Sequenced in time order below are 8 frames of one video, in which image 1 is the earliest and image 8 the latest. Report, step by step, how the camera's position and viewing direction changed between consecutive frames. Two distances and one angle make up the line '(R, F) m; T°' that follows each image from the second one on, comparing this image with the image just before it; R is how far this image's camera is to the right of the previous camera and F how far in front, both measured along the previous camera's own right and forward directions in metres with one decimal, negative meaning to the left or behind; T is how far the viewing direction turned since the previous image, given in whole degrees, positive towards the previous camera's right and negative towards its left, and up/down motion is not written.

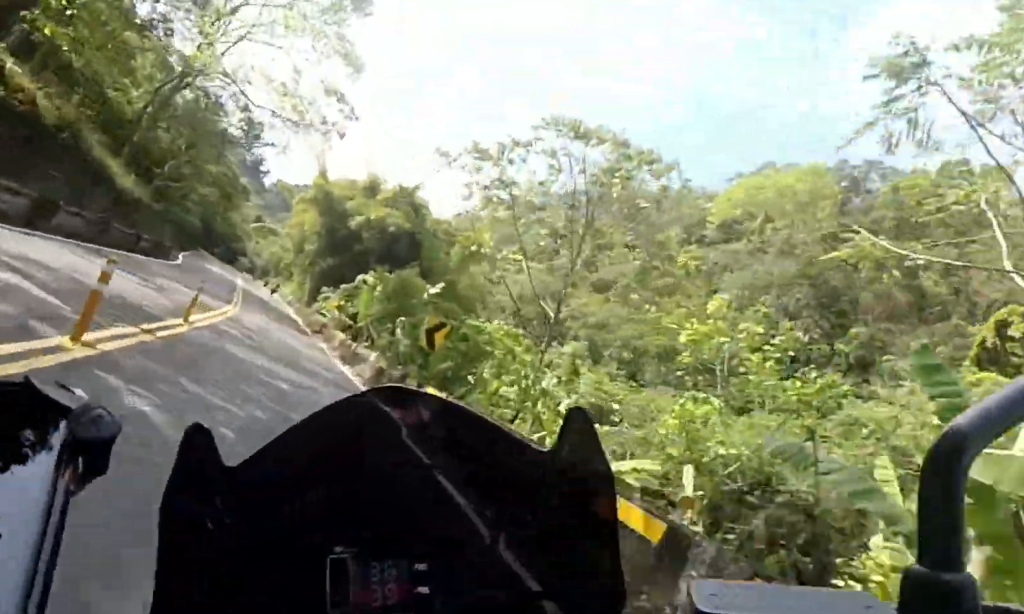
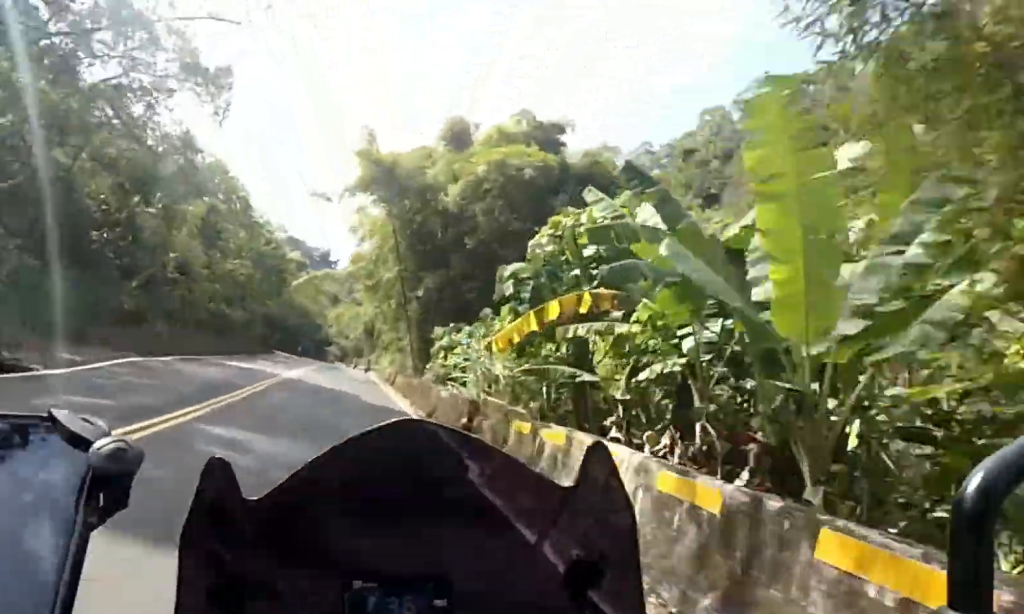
(-9.1, +21.4) m; -22°
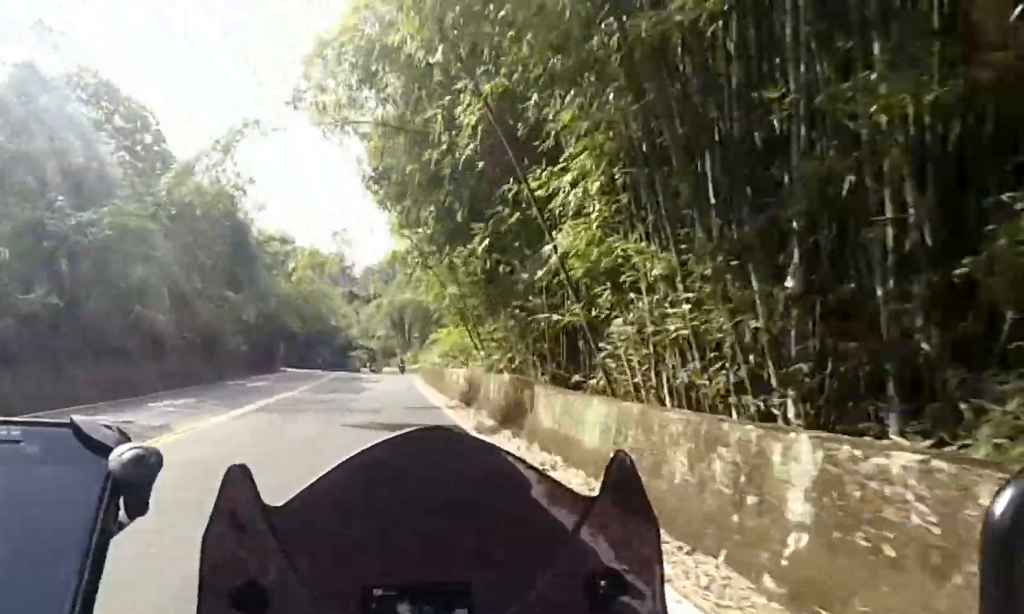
(+0.6, +21.7) m; +5°
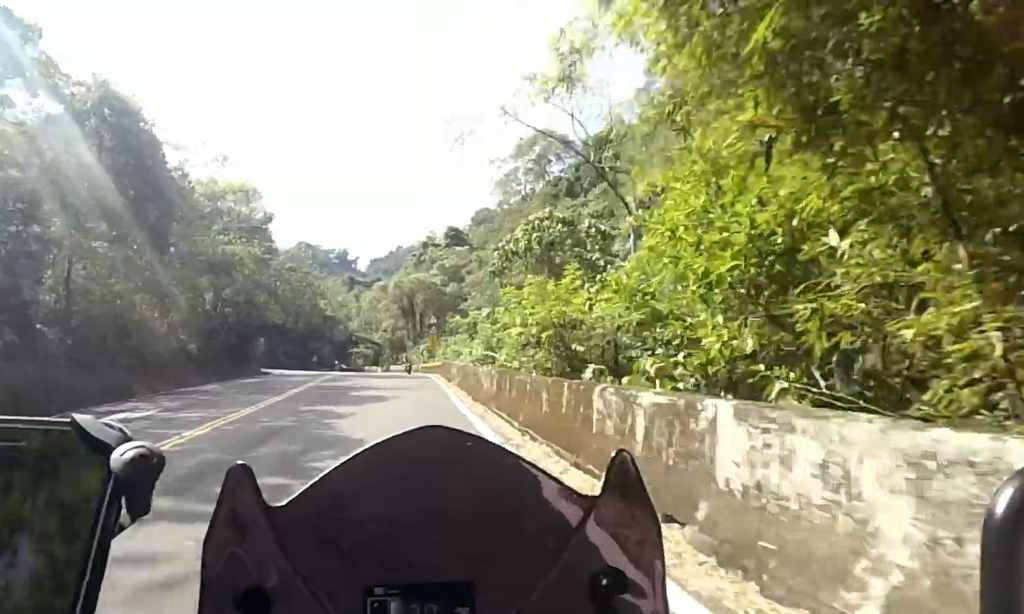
(+0.8, +15.2) m; +4°
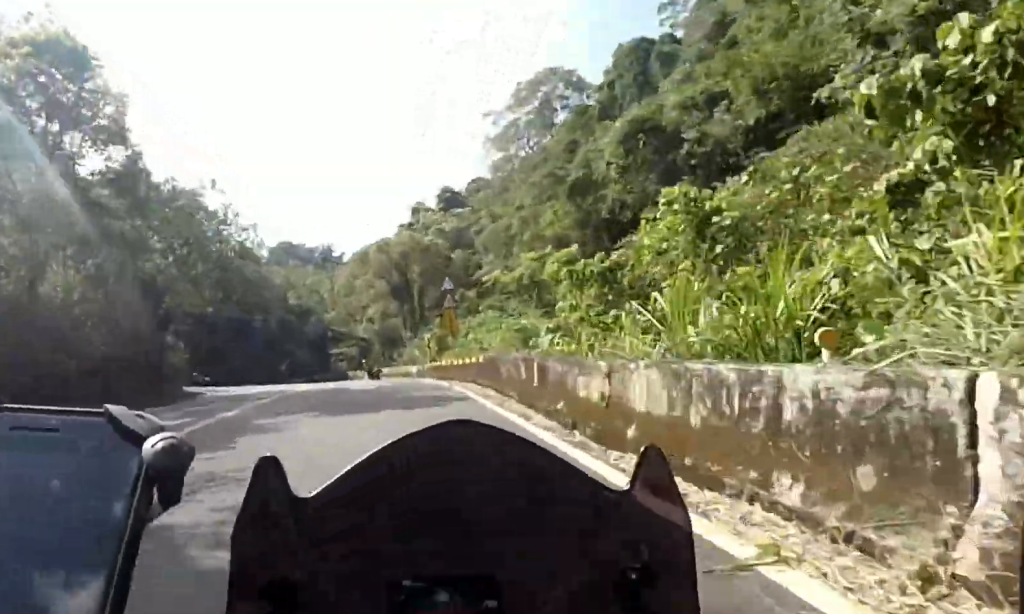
(+0.3, +19.7) m; 0°
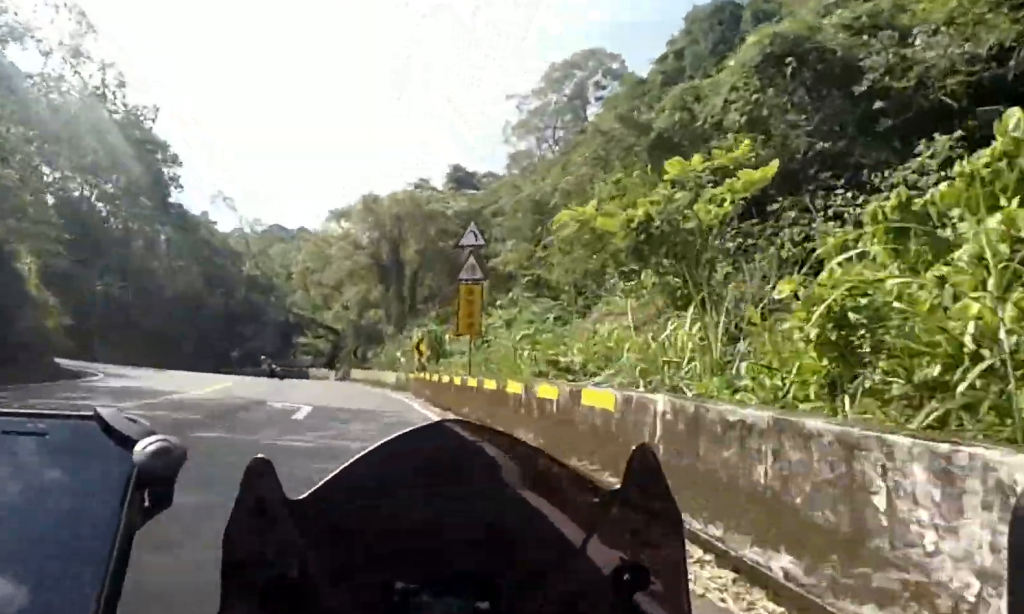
(+0.1, +12.0) m; -2°
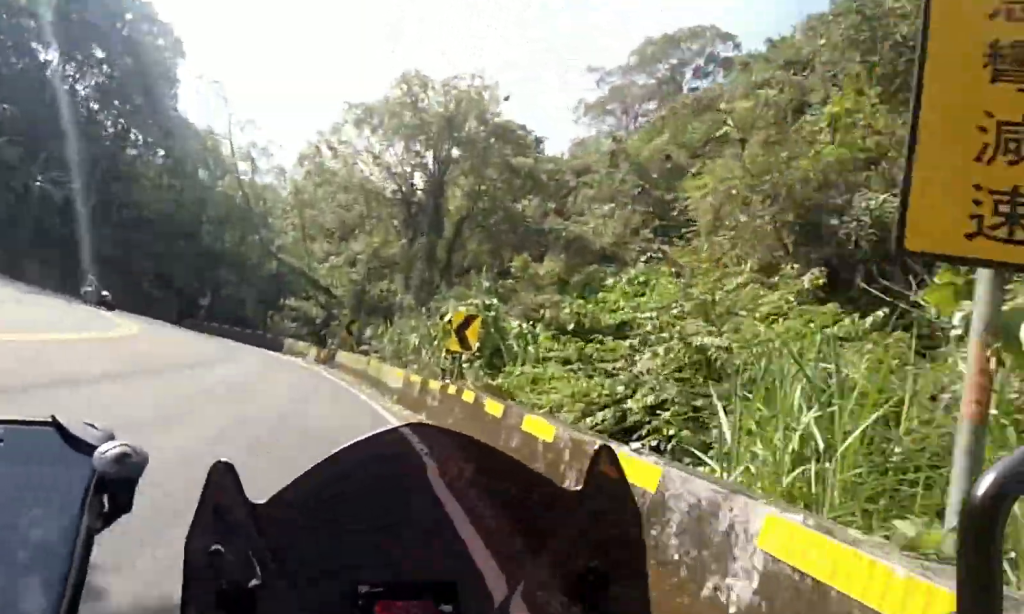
(-0.5, +11.0) m; -17°
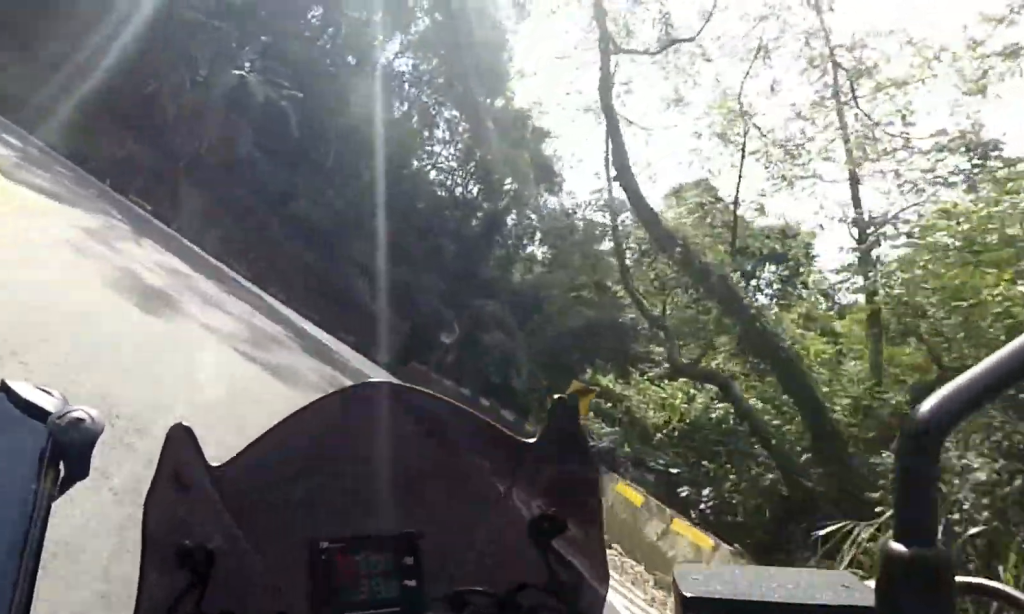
(-7.7, +17.9) m; -29°
